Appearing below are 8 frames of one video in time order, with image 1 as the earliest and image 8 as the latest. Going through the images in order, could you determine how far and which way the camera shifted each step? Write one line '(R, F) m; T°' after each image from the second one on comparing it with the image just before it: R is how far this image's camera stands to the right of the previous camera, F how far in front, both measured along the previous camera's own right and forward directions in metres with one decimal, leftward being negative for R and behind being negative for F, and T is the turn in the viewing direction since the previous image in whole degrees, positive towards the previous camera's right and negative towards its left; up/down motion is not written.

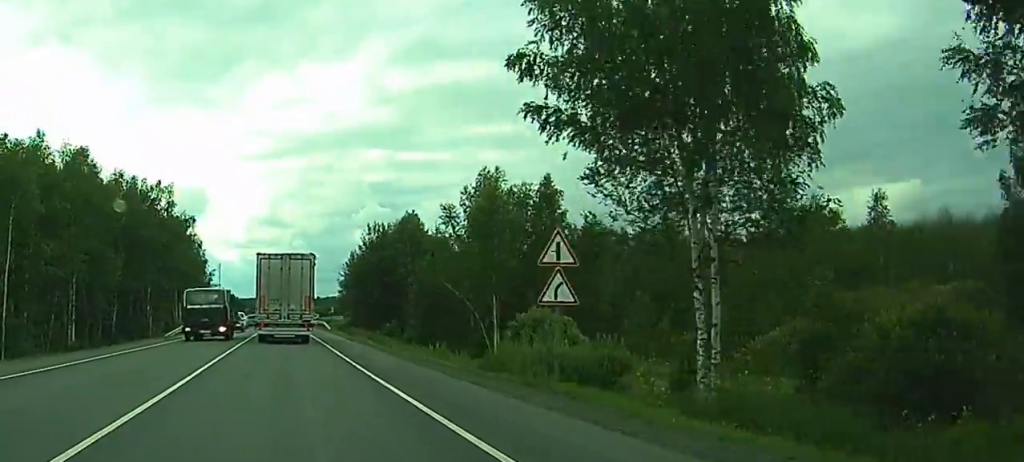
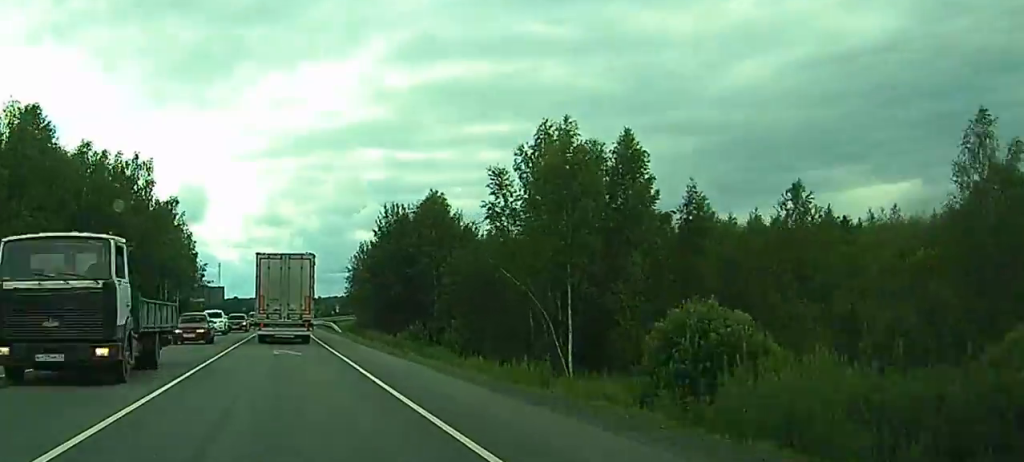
(0.0, +17.7) m; 0°
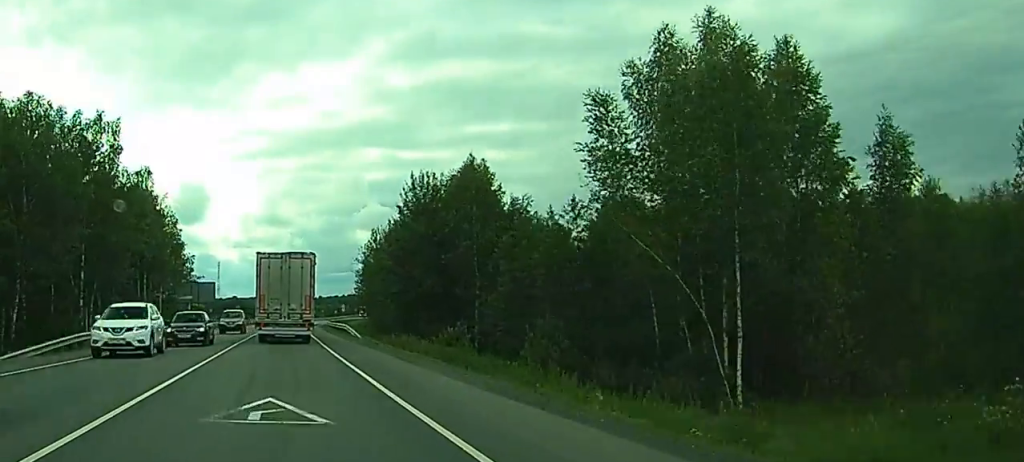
(-0.1, +19.0) m; 0°
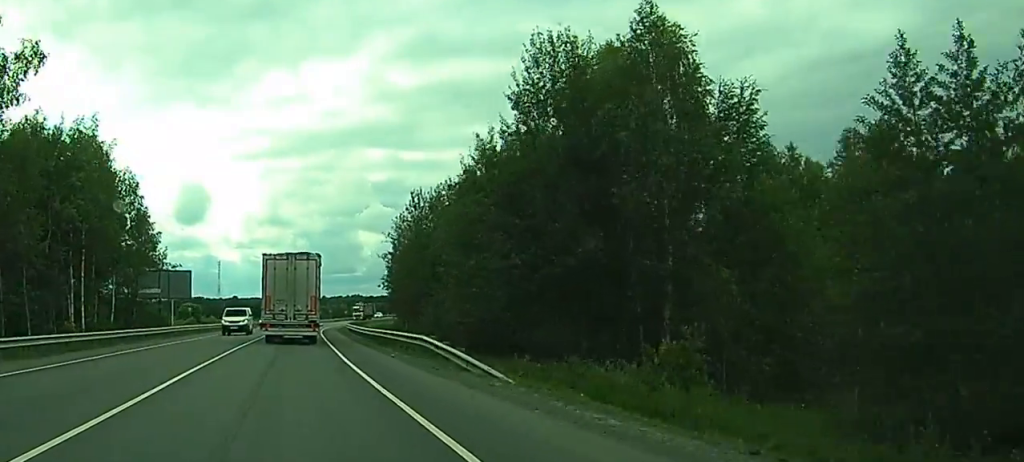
(0.0, +34.7) m; 0°
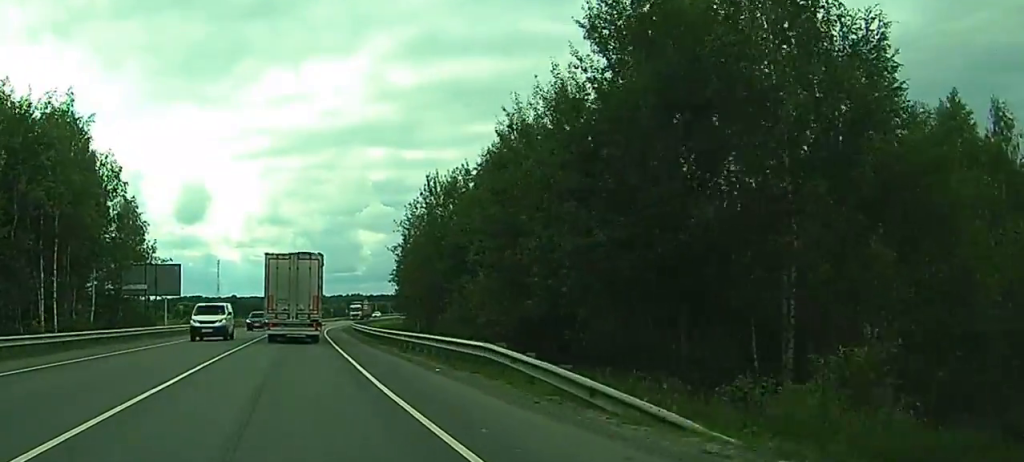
(0.0, +9.0) m; 0°
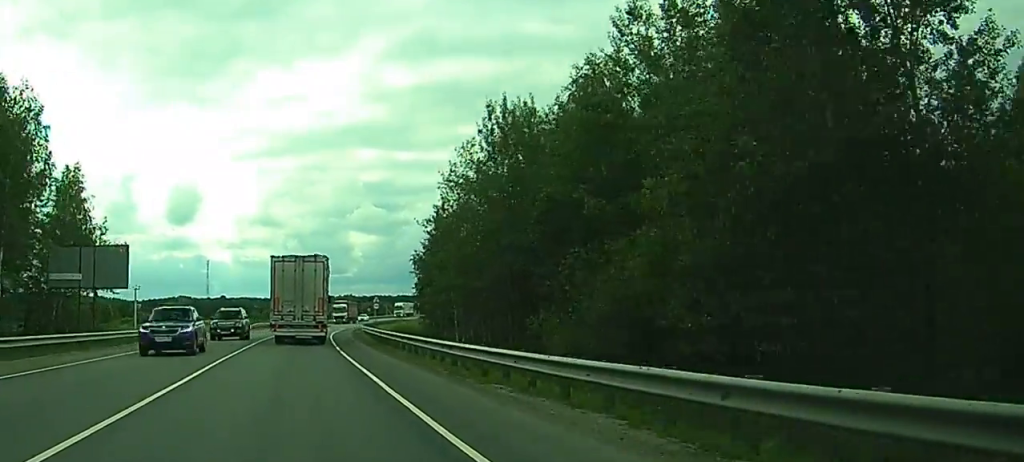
(0.0, +24.6) m; 0°
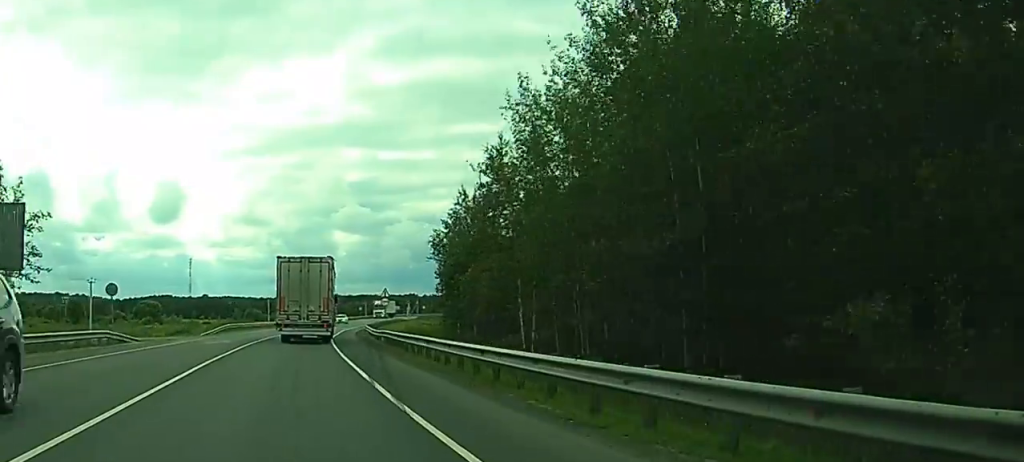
(0.0, +22.2) m; 0°
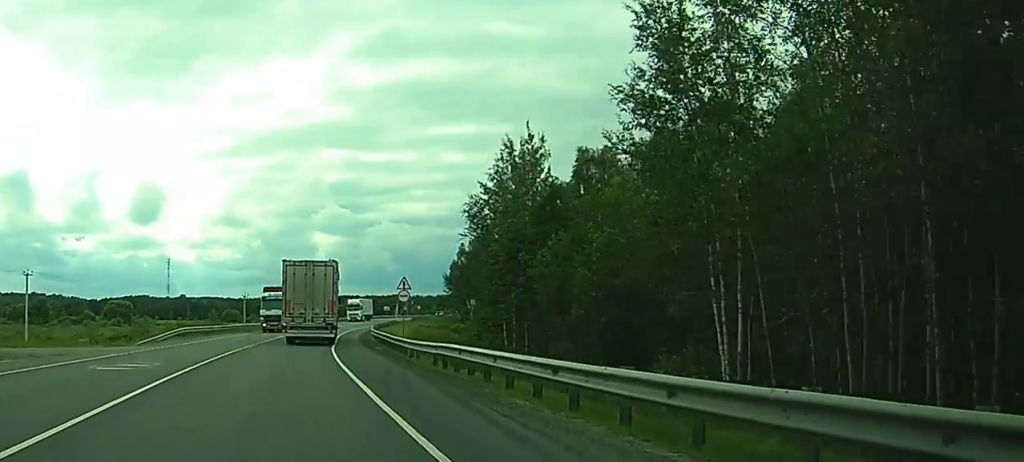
(+0.2, +22.1) m; +1°
